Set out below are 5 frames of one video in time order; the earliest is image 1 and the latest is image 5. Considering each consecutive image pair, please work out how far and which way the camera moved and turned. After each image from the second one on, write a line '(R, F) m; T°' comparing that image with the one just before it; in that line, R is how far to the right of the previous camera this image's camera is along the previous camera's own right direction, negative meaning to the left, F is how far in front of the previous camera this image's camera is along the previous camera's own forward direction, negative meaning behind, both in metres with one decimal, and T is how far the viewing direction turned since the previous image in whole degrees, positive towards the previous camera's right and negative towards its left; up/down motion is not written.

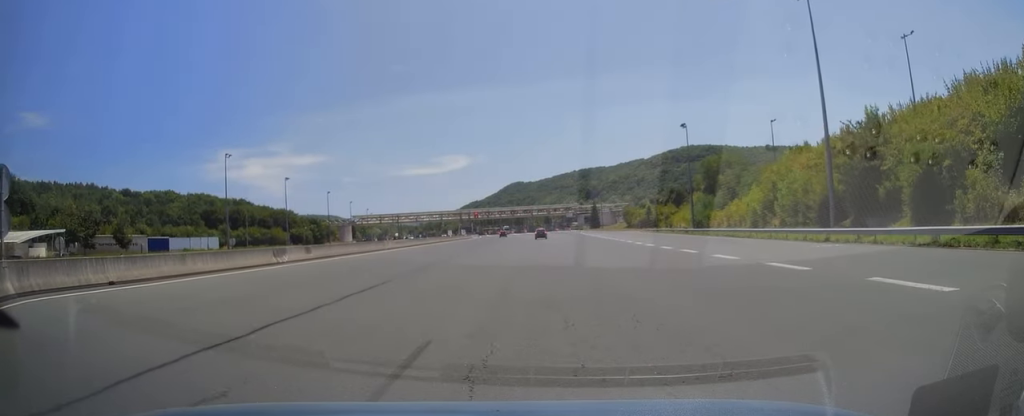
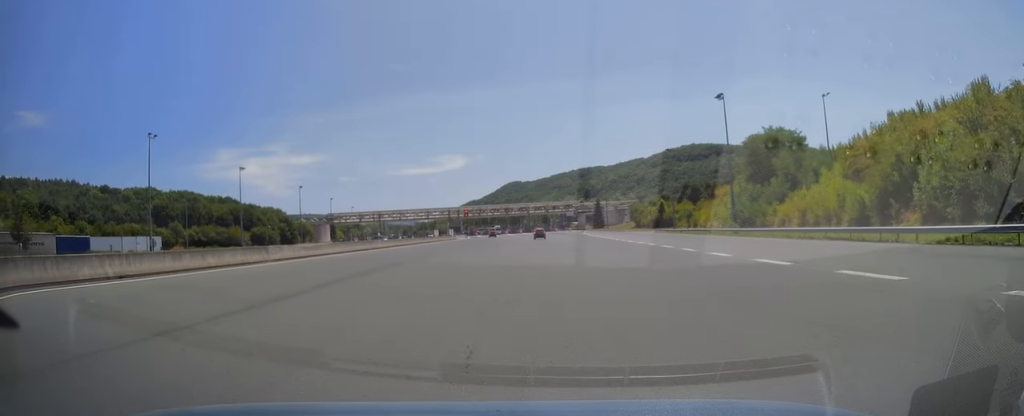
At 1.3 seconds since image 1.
(-0.2, +23.7) m; 0°
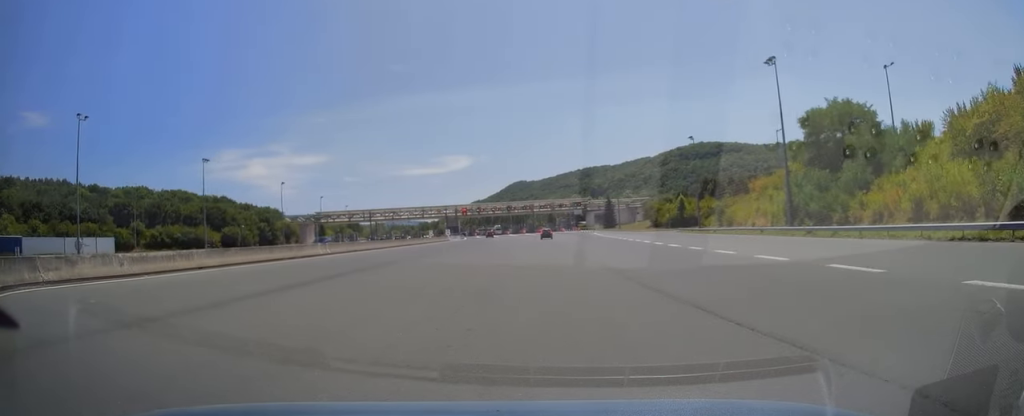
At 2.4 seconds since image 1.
(+0.1, +17.8) m; 0°
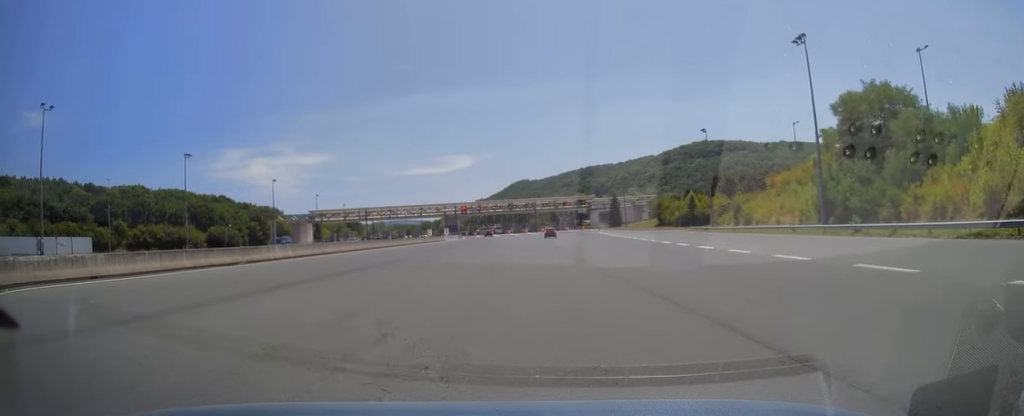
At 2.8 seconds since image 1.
(0.0, +7.5) m; 0°
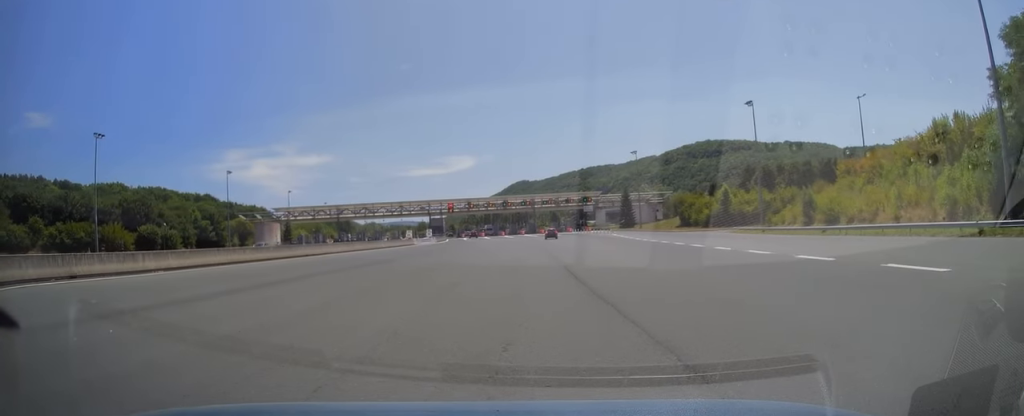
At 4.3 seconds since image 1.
(-0.2, +26.0) m; -1°
